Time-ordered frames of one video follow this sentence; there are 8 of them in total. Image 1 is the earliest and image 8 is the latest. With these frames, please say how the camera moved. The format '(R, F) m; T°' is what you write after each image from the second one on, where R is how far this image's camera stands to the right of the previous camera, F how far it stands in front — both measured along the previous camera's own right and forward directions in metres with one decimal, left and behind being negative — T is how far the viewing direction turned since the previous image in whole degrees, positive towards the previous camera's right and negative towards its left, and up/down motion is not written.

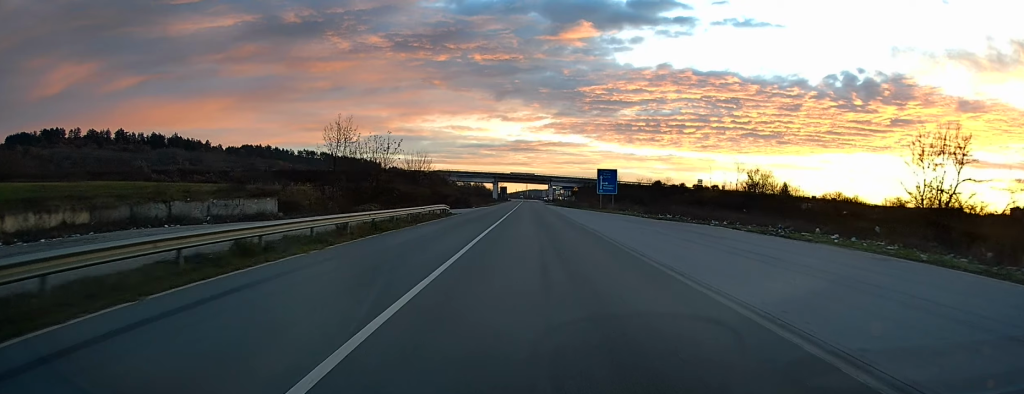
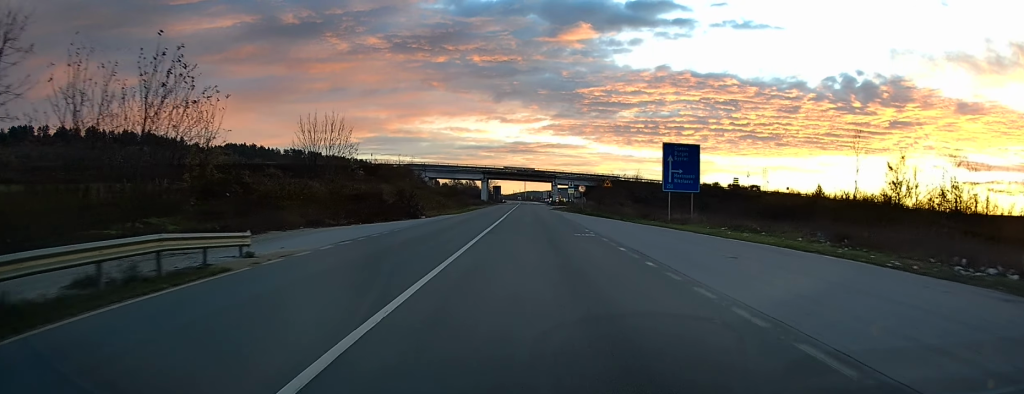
(0.0, +40.3) m; 0°
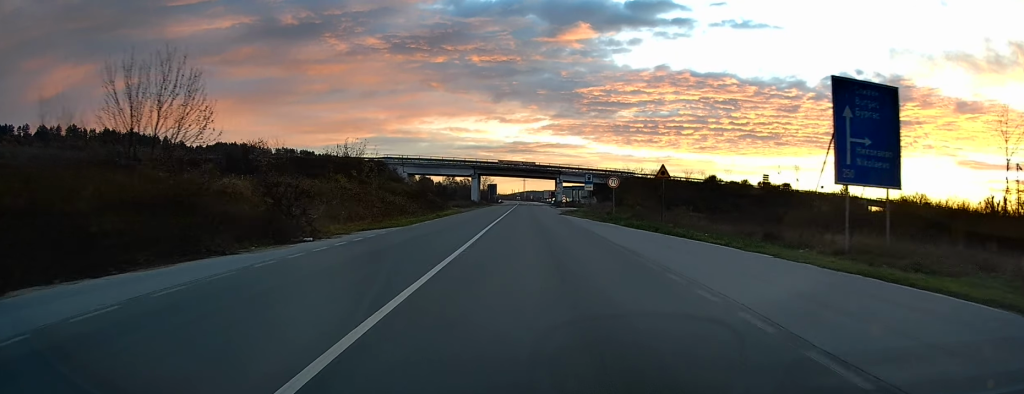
(0.0, +23.9) m; -1°
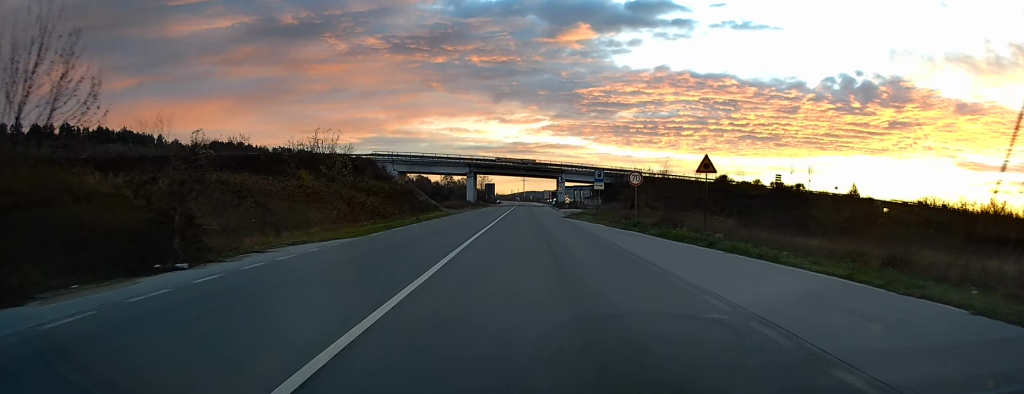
(0.0, +8.4) m; 0°
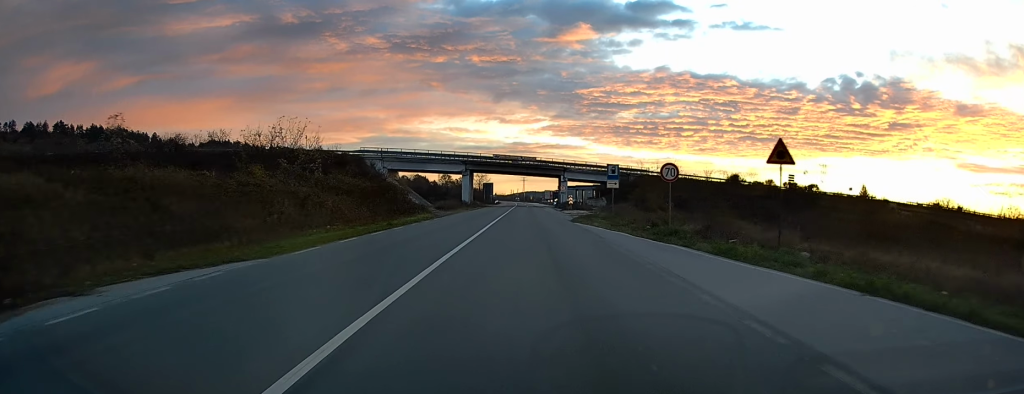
(-0.2, +7.7) m; 0°
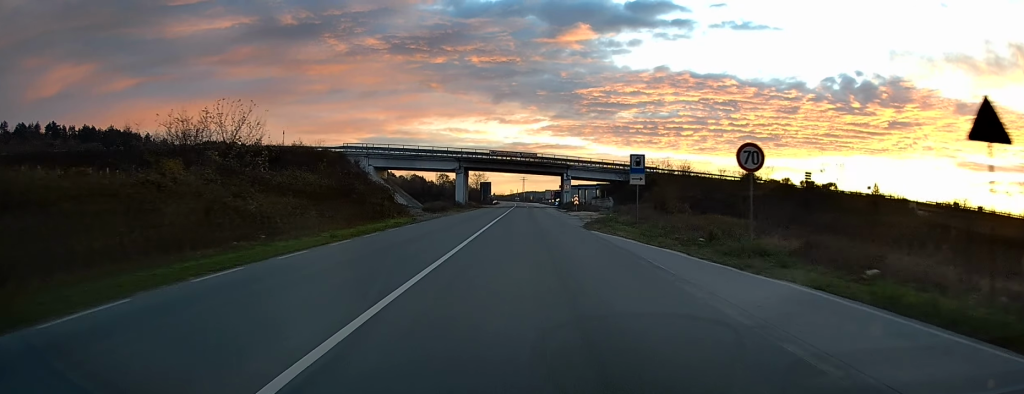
(-0.2, +9.0) m; 0°
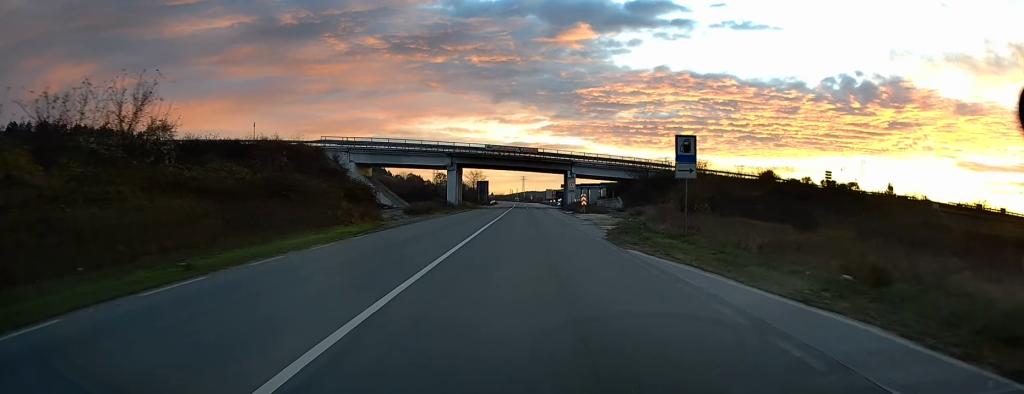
(+0.2, +9.7) m; +1°
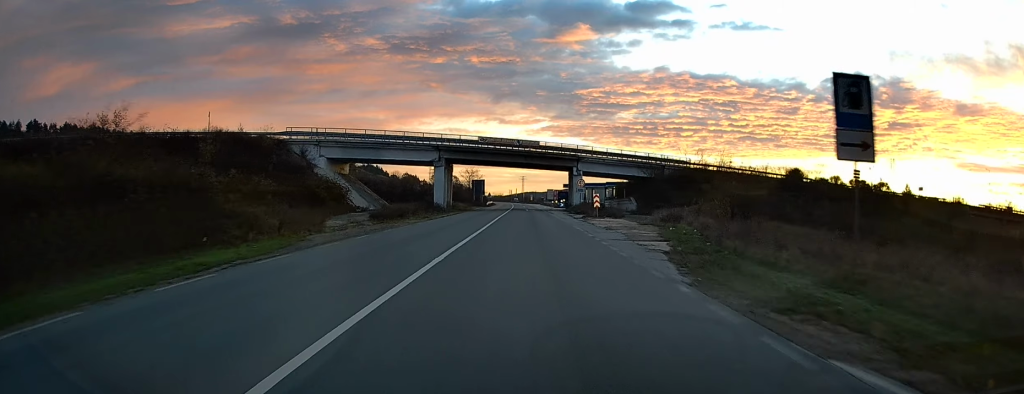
(+0.2, +11.7) m; +1°
